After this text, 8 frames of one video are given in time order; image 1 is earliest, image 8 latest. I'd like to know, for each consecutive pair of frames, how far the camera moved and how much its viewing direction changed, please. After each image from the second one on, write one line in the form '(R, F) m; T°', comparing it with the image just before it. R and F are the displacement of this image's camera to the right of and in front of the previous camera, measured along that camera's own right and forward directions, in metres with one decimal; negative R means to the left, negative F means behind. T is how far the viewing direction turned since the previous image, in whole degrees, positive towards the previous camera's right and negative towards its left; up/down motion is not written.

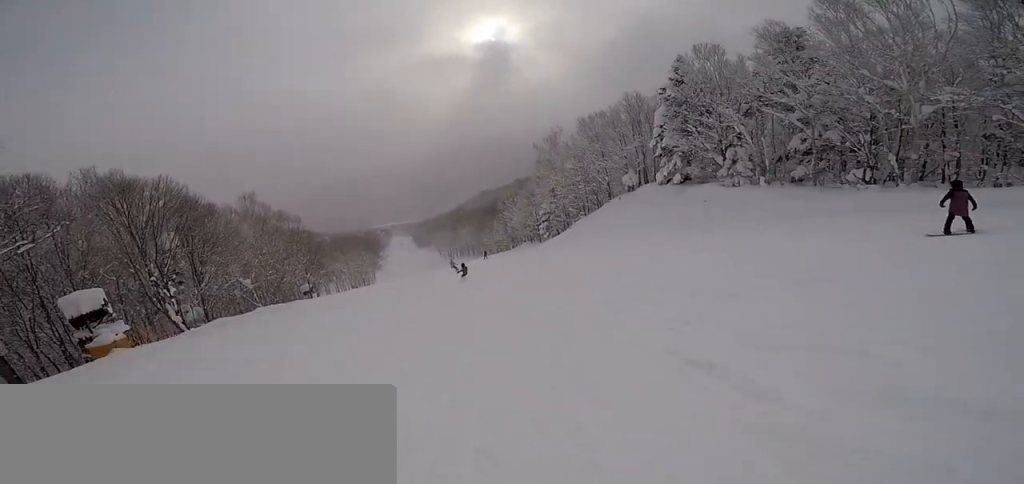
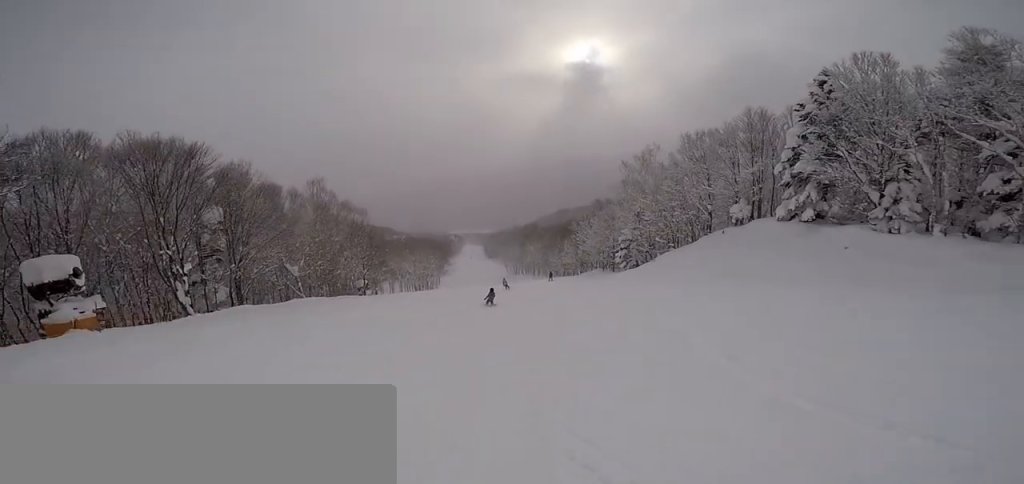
(+0.4, +5.3) m; -1°
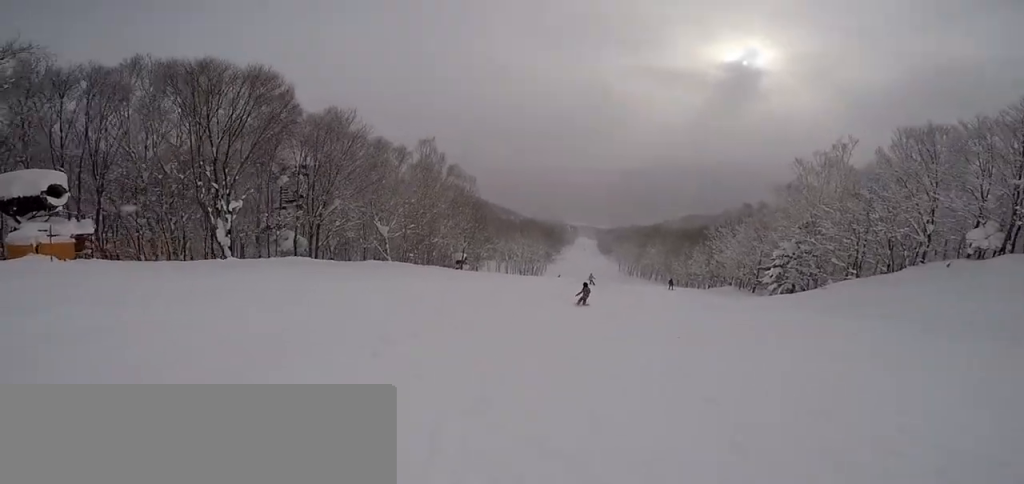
(-0.6, +6.3) m; -12°
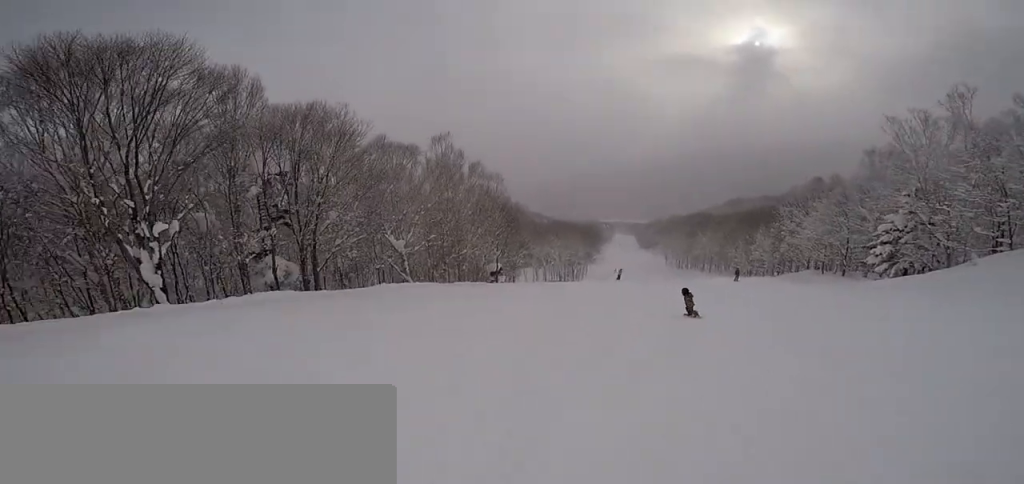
(-0.4, +6.5) m; -14°
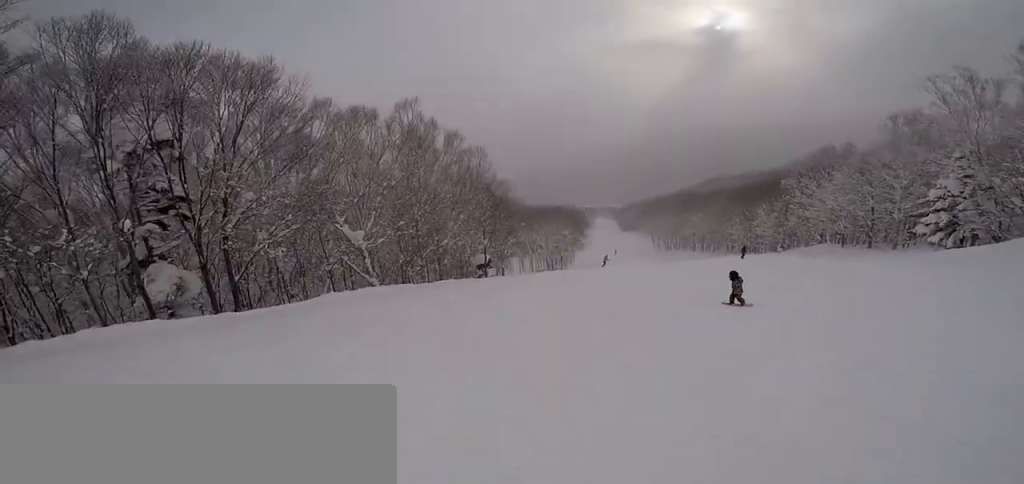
(-1.2, +6.3) m; -2°
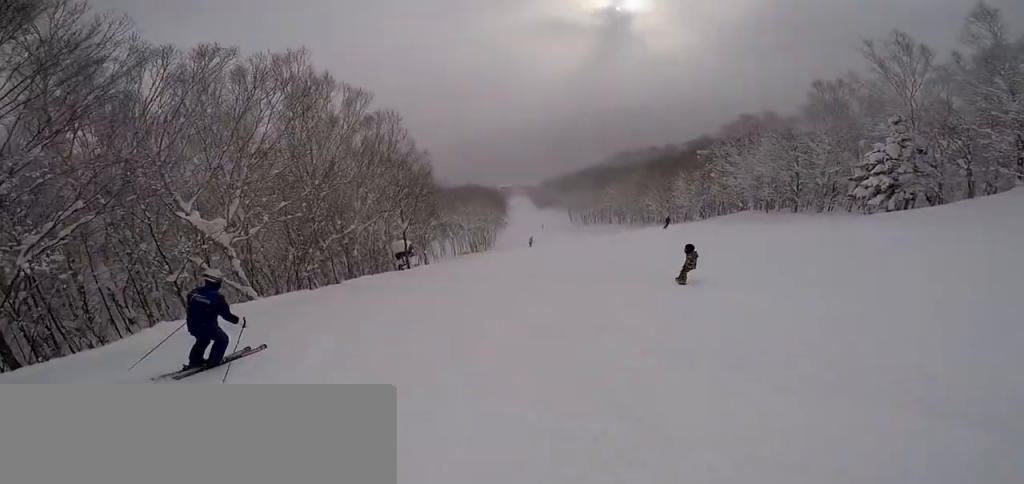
(+0.3, +5.1) m; +7°
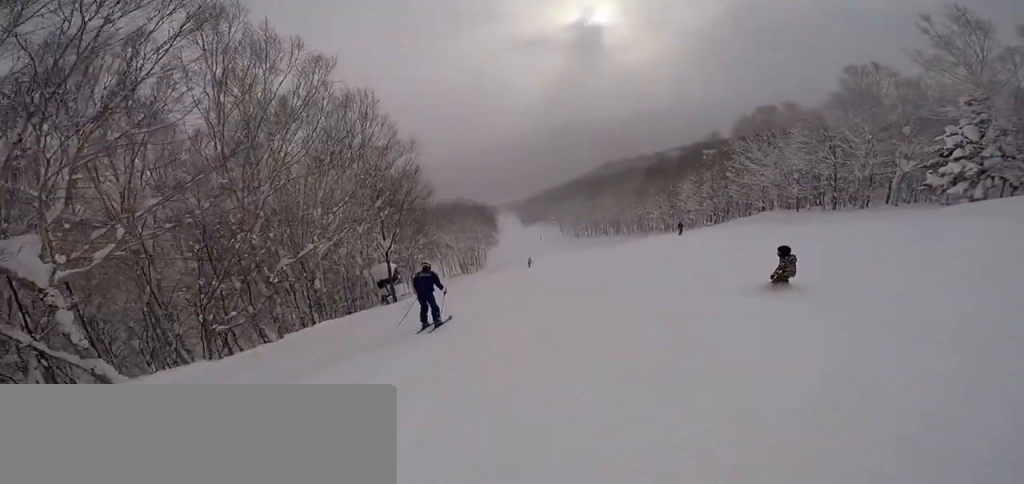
(+0.6, +6.6) m; +11°
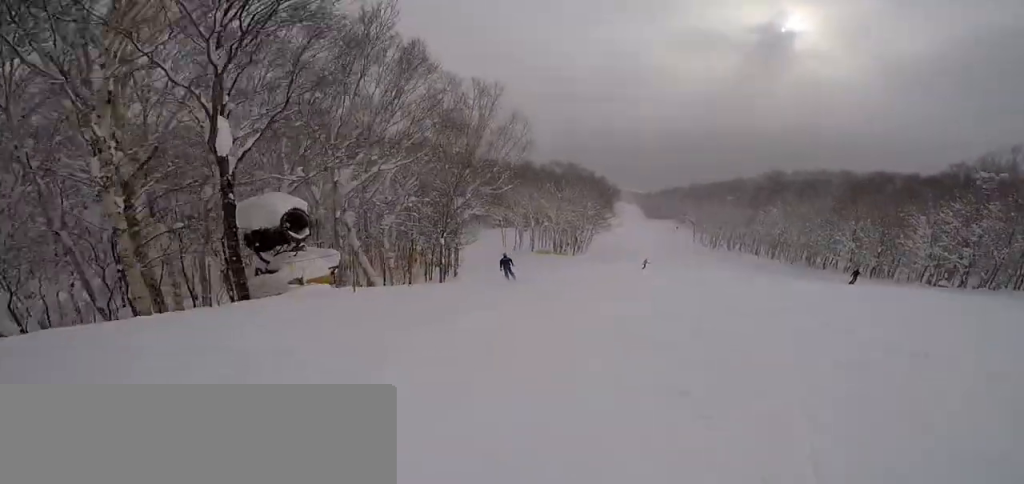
(+0.6, +16.9) m; -7°
